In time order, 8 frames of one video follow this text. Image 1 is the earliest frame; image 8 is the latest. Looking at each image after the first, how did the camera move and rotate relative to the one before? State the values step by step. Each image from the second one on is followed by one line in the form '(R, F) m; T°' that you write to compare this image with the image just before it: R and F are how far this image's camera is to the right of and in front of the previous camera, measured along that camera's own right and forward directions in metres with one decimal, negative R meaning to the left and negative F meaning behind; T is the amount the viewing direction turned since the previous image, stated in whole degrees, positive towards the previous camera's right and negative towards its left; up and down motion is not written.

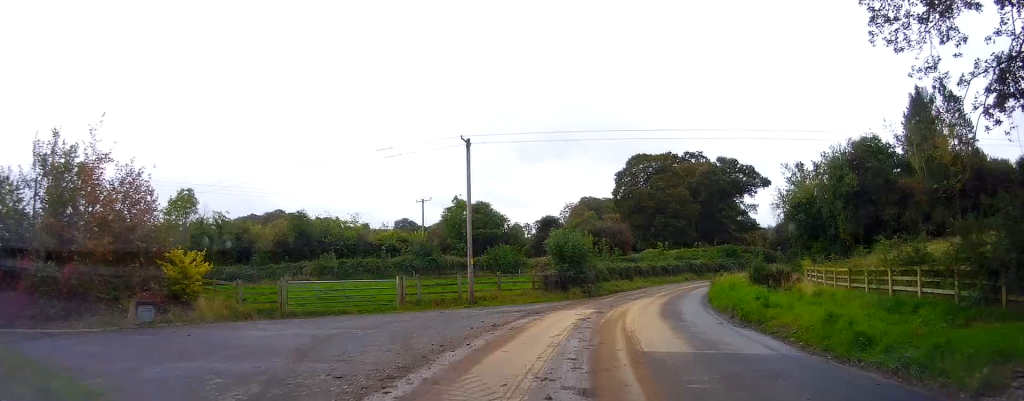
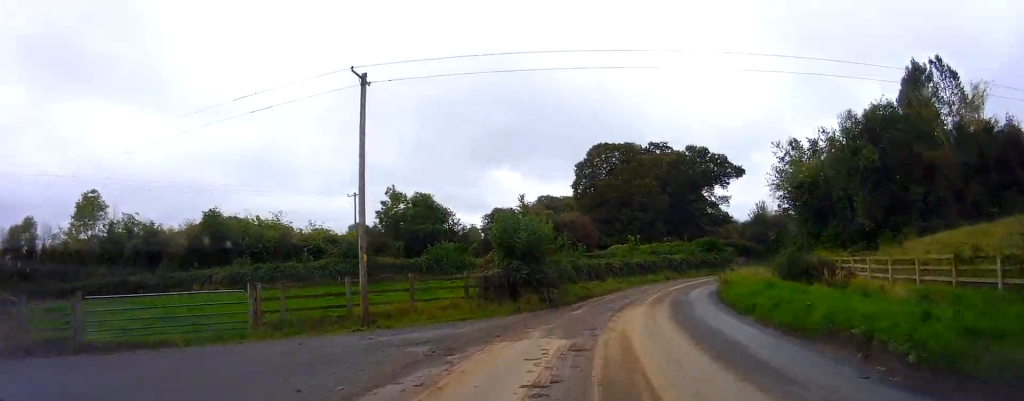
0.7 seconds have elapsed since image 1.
(+0.7, +9.6) m; +5°
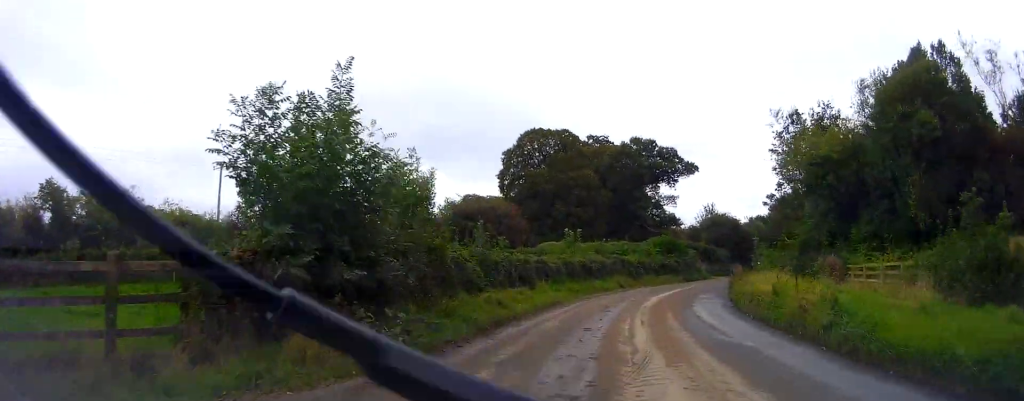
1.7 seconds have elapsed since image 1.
(+1.0, +14.0) m; +5°
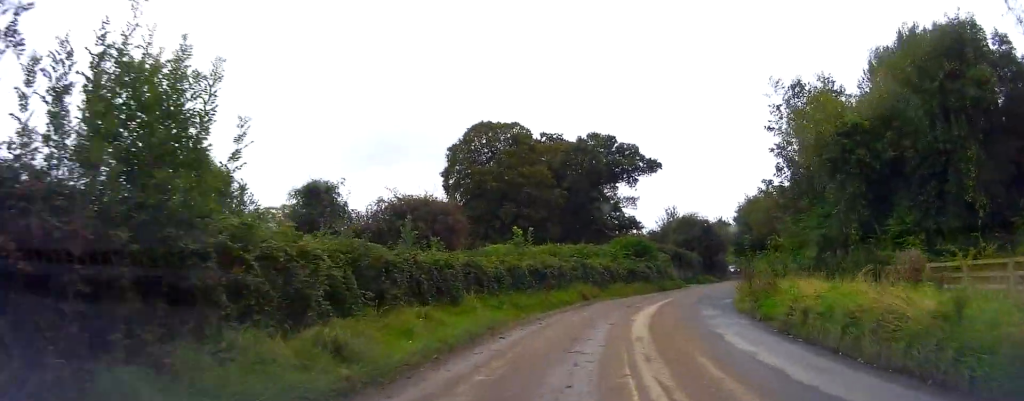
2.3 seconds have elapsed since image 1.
(+0.1, +8.0) m; +2°
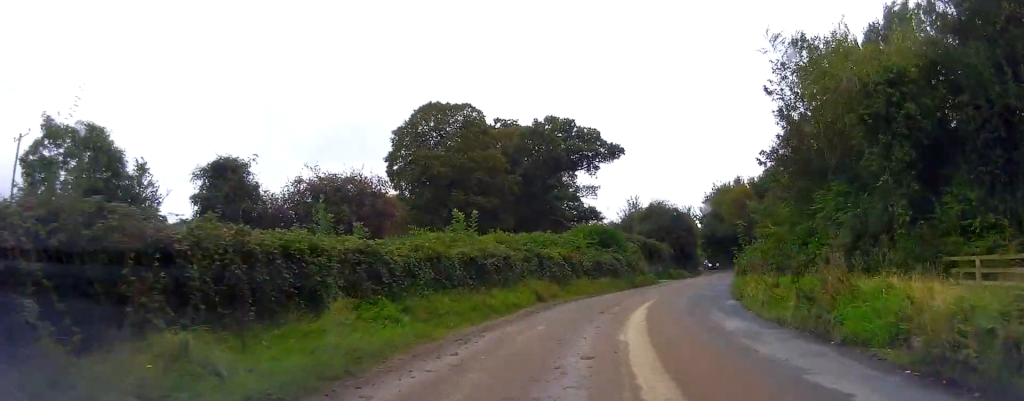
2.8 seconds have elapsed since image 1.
(+0.1, +6.5) m; +2°
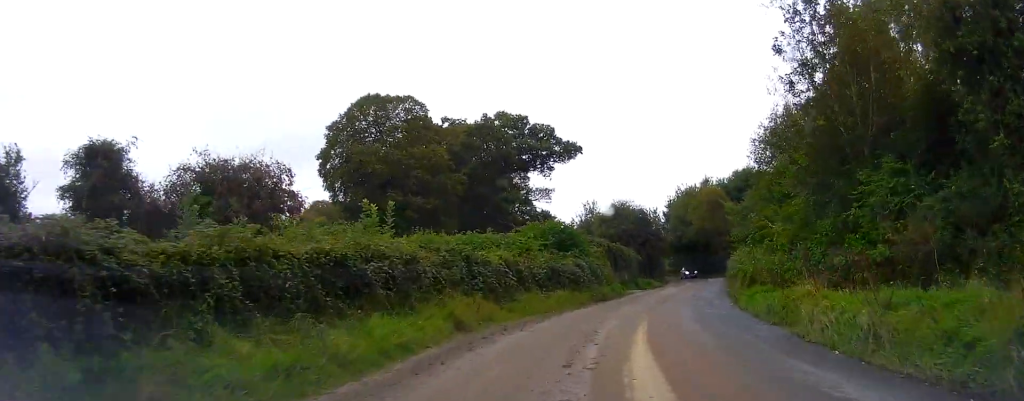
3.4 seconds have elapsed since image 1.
(+0.1, +7.4) m; +4°
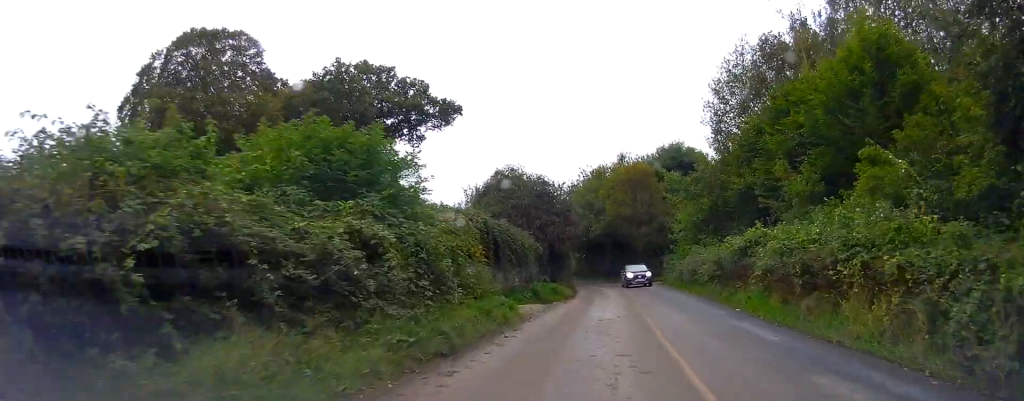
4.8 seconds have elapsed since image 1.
(+2.3, +18.3) m; +15°
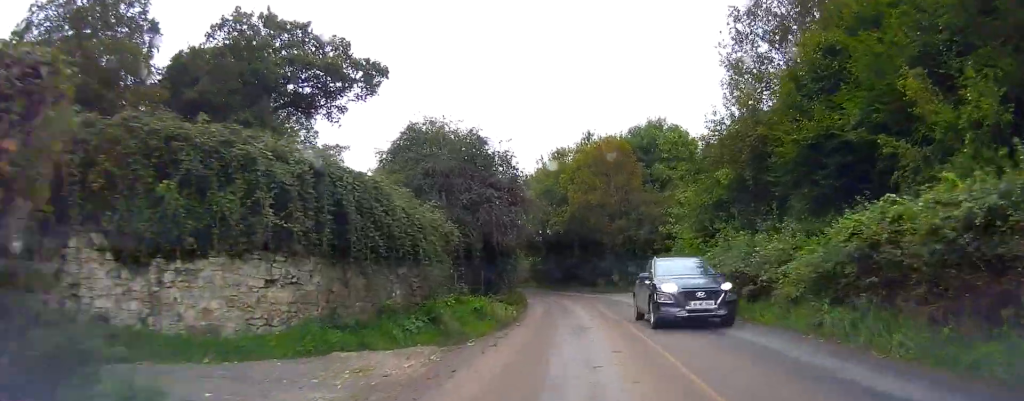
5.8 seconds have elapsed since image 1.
(+1.3, +12.6) m; +8°
